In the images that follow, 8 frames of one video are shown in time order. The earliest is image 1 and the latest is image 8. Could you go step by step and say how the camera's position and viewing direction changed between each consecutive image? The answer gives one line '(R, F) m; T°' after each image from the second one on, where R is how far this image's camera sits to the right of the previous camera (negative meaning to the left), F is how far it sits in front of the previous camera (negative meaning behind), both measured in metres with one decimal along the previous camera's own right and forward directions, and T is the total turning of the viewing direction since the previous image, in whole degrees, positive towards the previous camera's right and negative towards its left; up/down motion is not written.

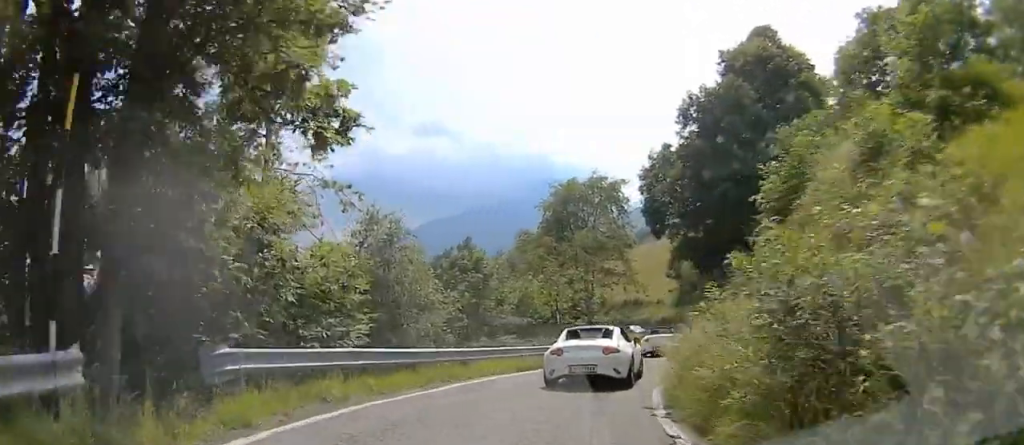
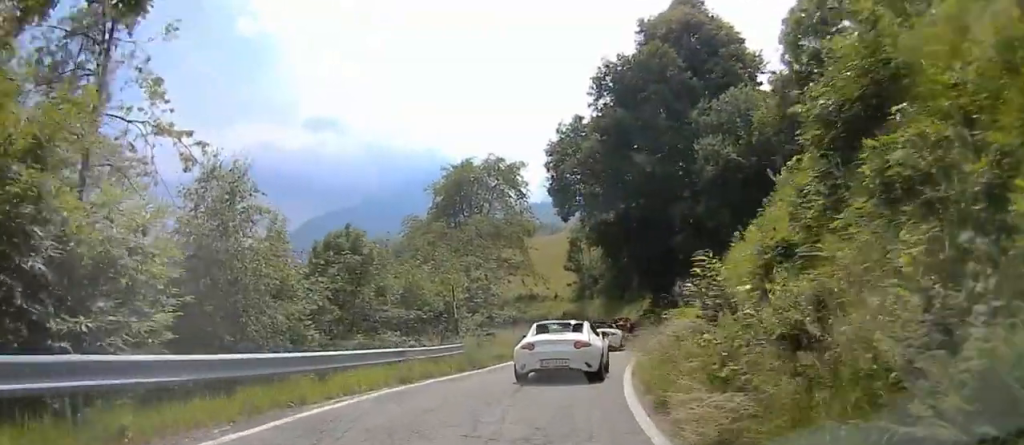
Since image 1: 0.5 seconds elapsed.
(+0.1, +6.3) m; +1°
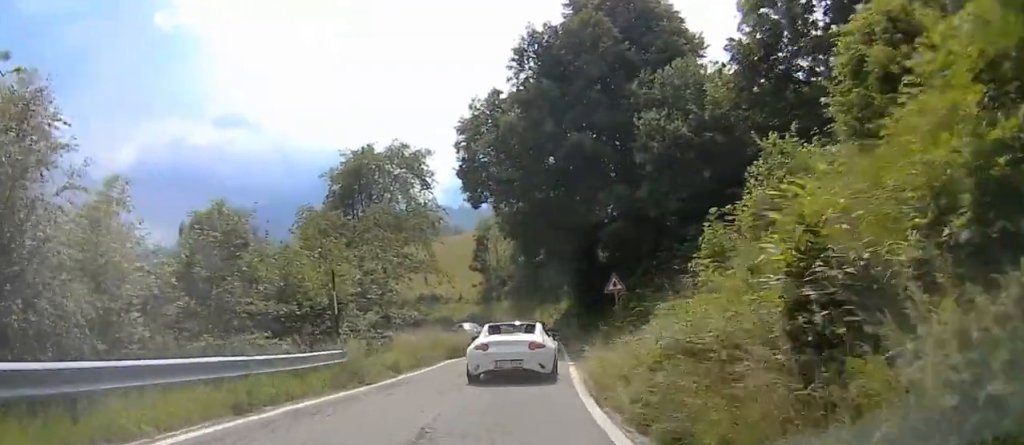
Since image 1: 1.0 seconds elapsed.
(0.0, +5.1) m; 0°
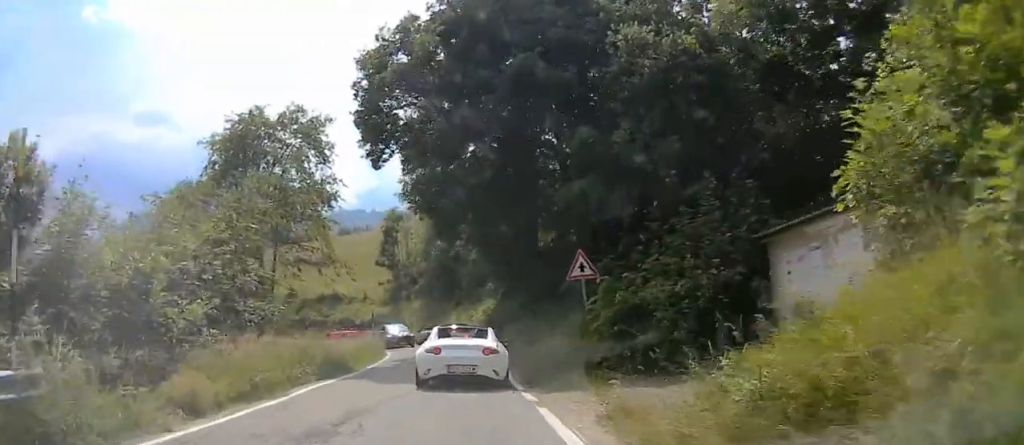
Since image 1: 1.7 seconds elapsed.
(0.0, +8.9) m; +2°
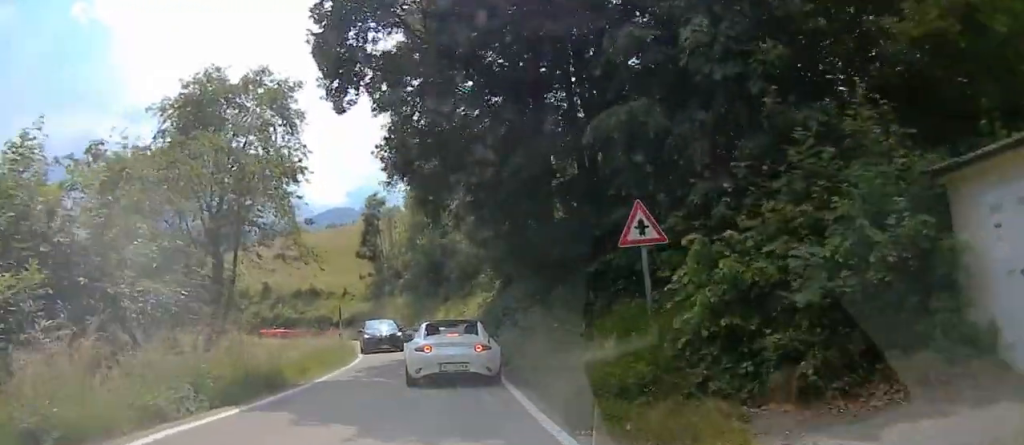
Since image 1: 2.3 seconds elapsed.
(-0.2, +6.5) m; +5°
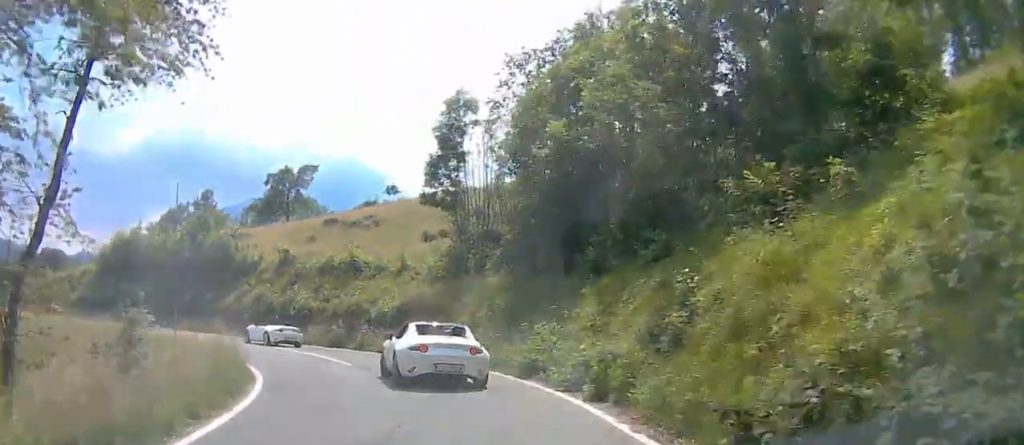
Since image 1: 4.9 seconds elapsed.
(-4.6, +26.5) m; -24°
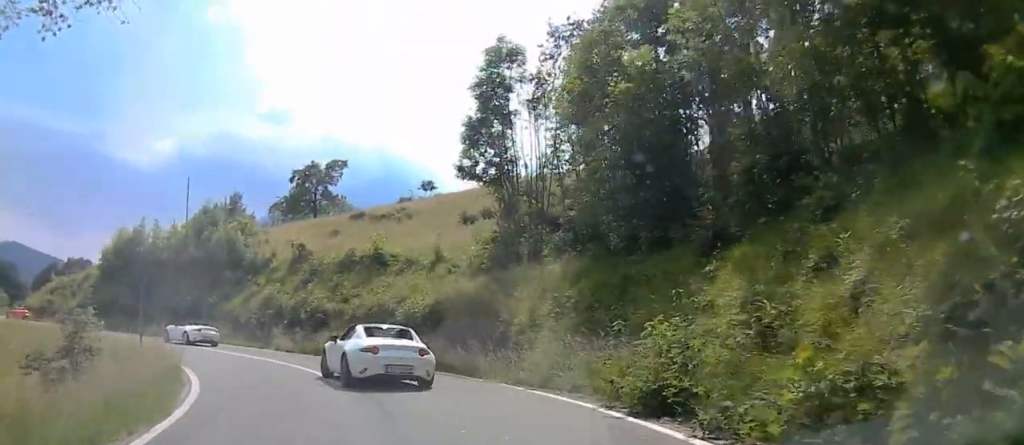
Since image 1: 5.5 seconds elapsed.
(0.0, +6.7) m; 0°
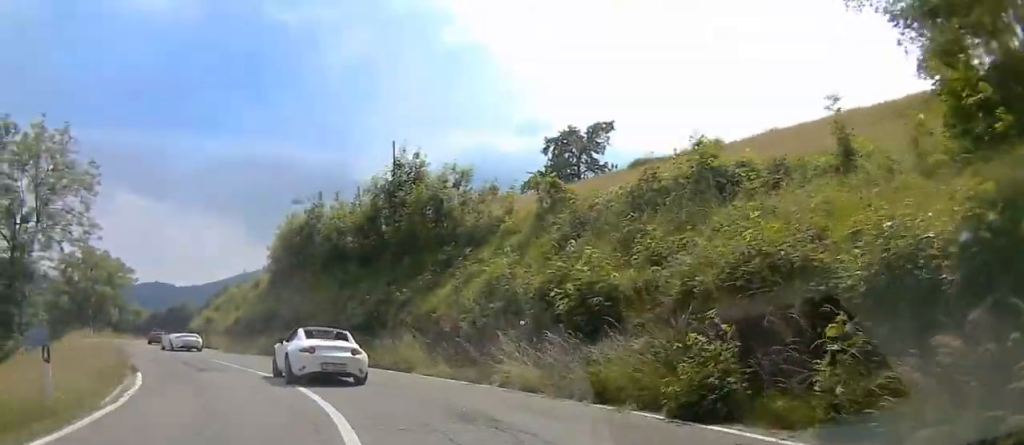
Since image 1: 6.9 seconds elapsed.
(0.0, +15.4) m; 0°
